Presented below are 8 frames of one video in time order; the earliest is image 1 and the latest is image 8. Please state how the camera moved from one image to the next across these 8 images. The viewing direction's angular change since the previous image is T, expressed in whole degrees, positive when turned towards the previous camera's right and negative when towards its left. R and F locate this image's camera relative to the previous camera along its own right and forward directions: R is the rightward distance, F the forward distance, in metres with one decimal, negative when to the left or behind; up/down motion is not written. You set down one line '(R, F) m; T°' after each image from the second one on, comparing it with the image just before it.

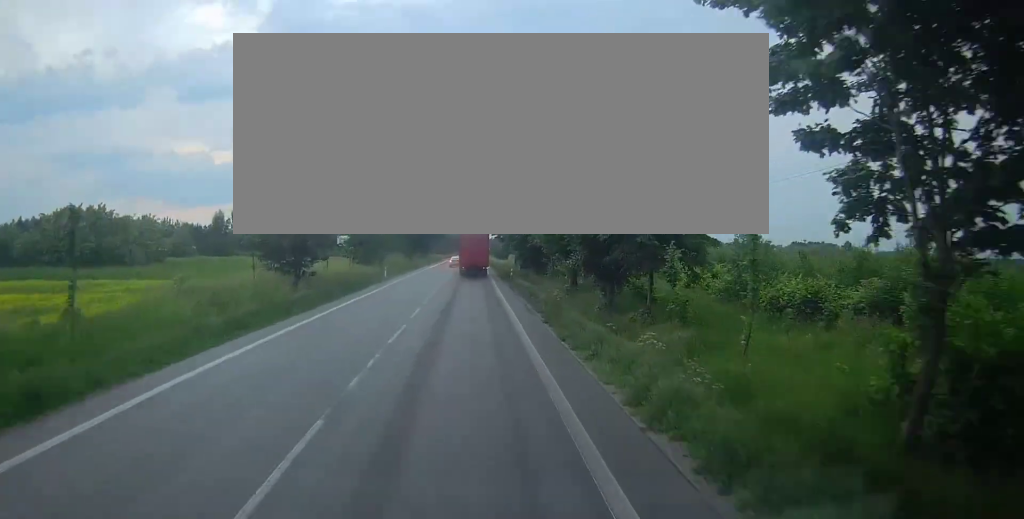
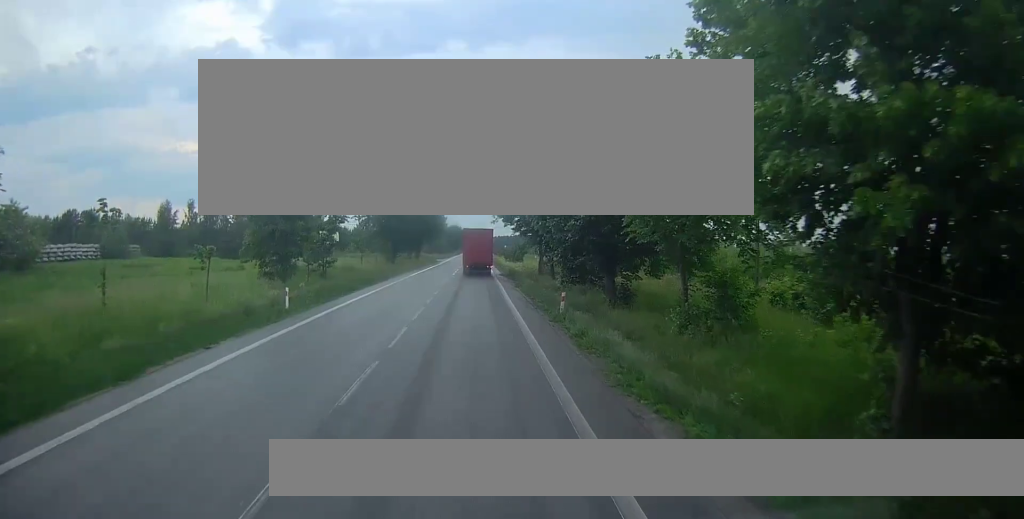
(-0.3, +31.1) m; -1°
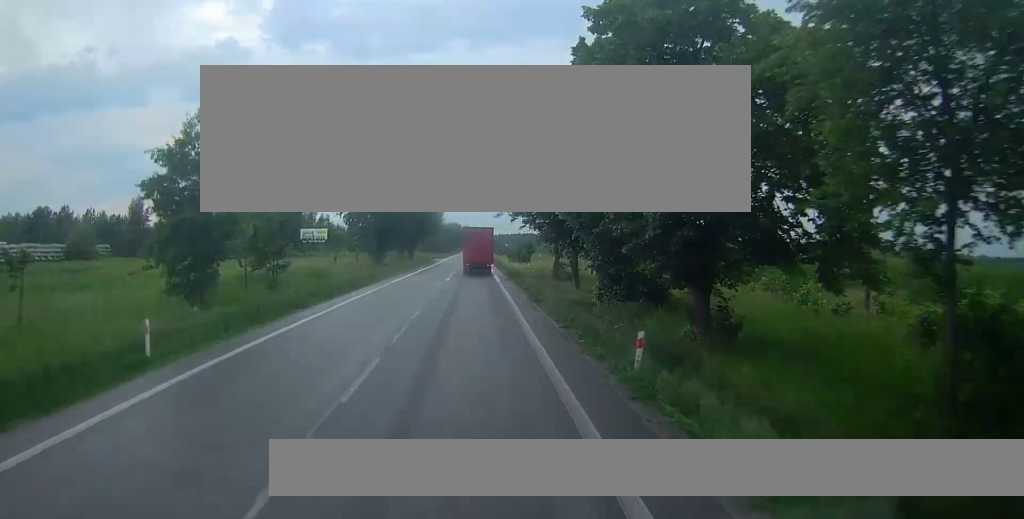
(0.0, +11.5) m; 0°
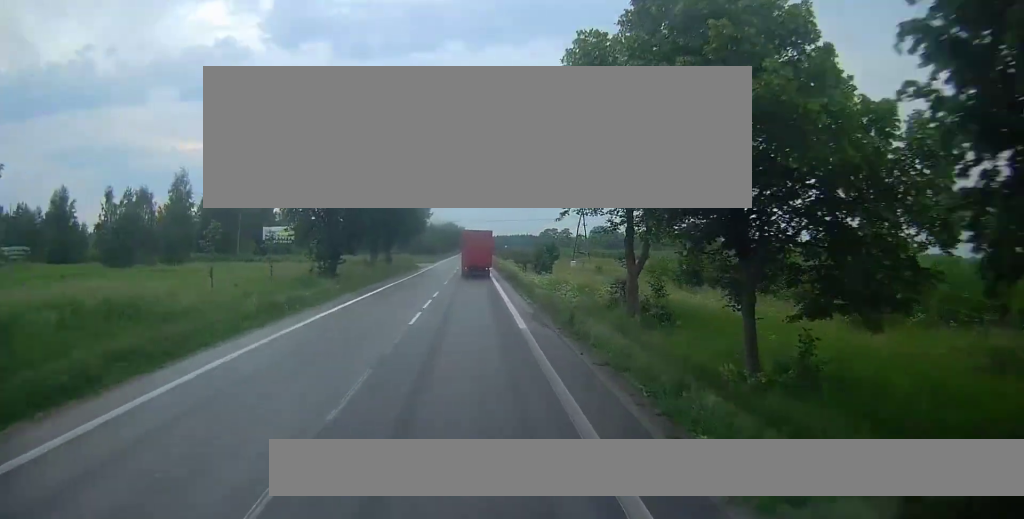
(0.0, +24.8) m; 0°
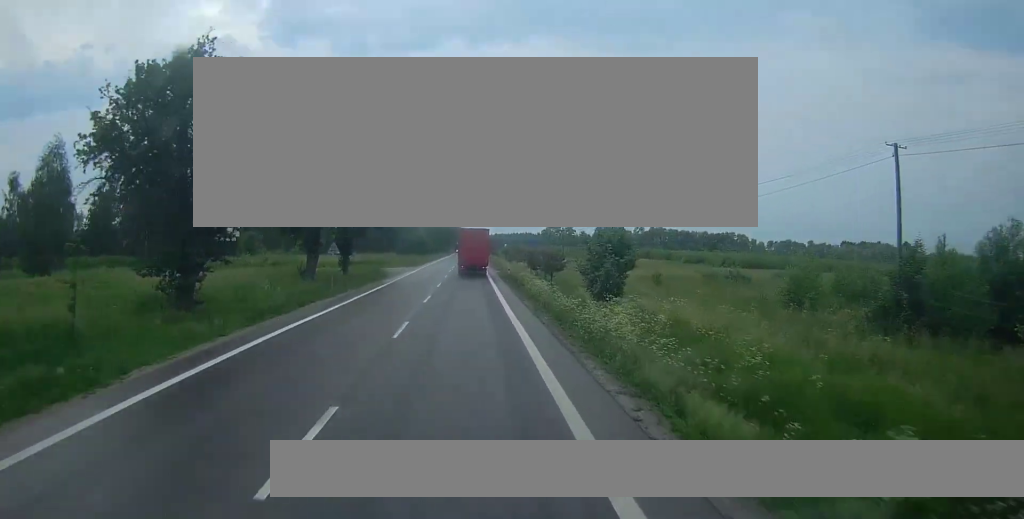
(0.0, +27.4) m; 0°
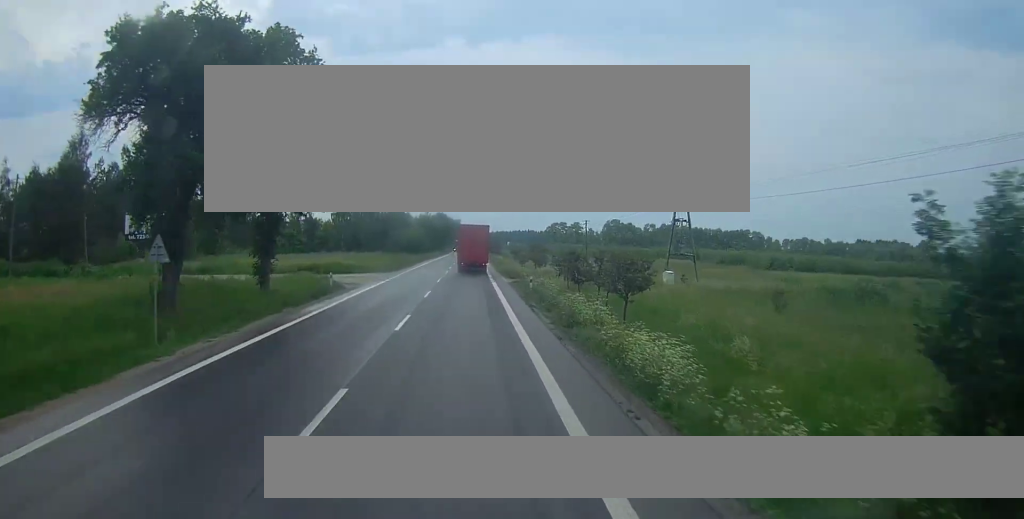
(0.0, +23.2) m; 0°
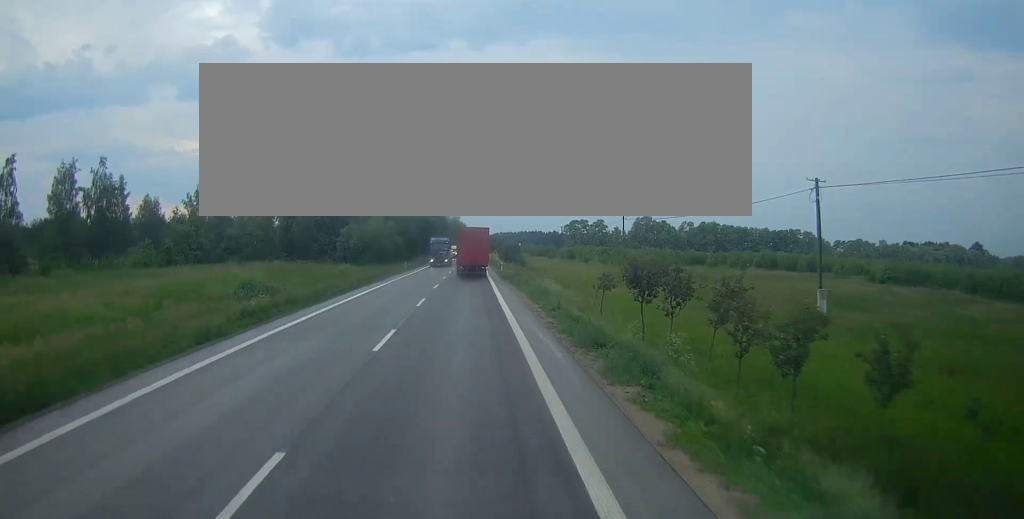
(+0.2, +62.7) m; 0°
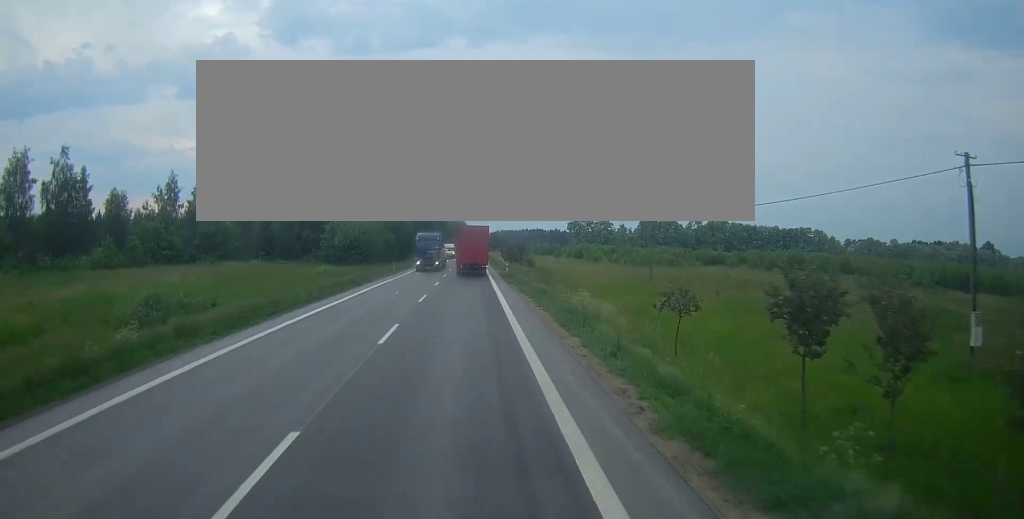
(0.0, +11.5) m; 0°
